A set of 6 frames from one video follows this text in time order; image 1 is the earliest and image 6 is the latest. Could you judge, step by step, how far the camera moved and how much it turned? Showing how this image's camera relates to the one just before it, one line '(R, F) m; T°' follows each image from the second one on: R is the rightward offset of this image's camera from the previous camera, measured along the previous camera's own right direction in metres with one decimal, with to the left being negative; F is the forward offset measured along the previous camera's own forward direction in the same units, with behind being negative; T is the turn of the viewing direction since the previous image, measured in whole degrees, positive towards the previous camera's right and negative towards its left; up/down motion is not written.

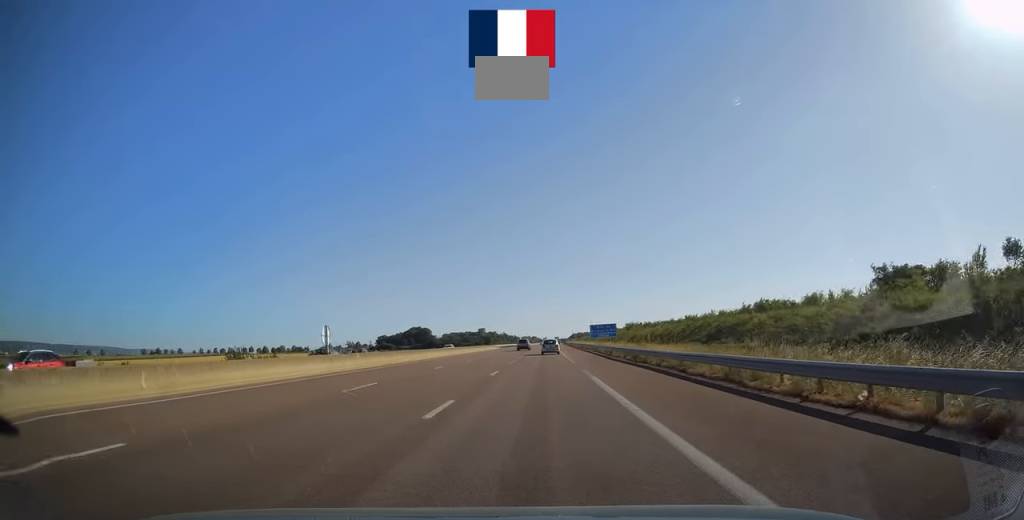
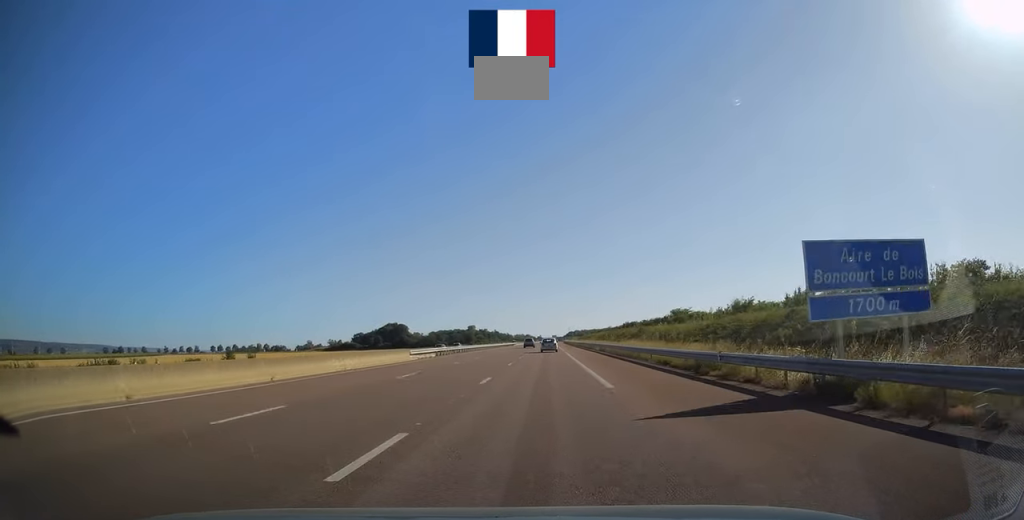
(+0.4, +72.1) m; 0°
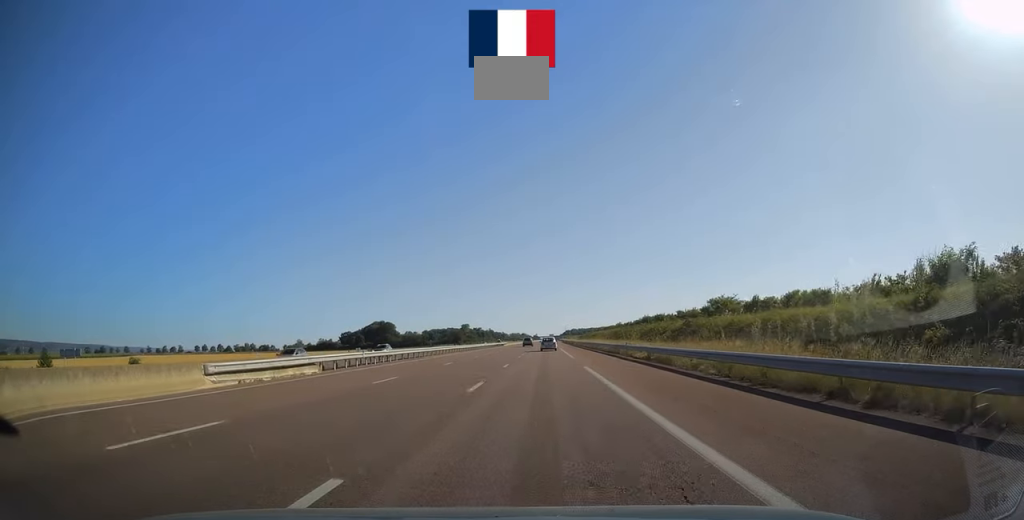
(0.0, +29.2) m; 0°
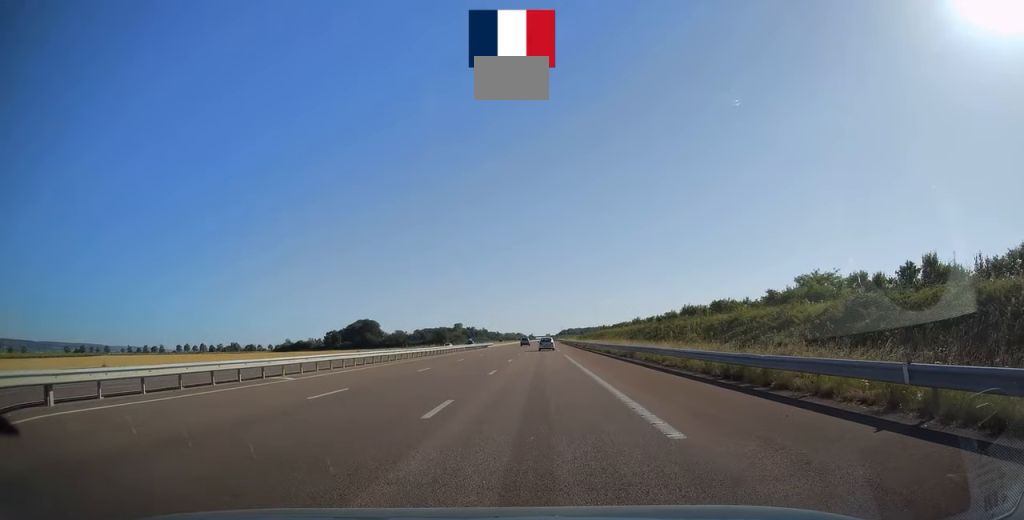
(+0.1, +31.8) m; 0°
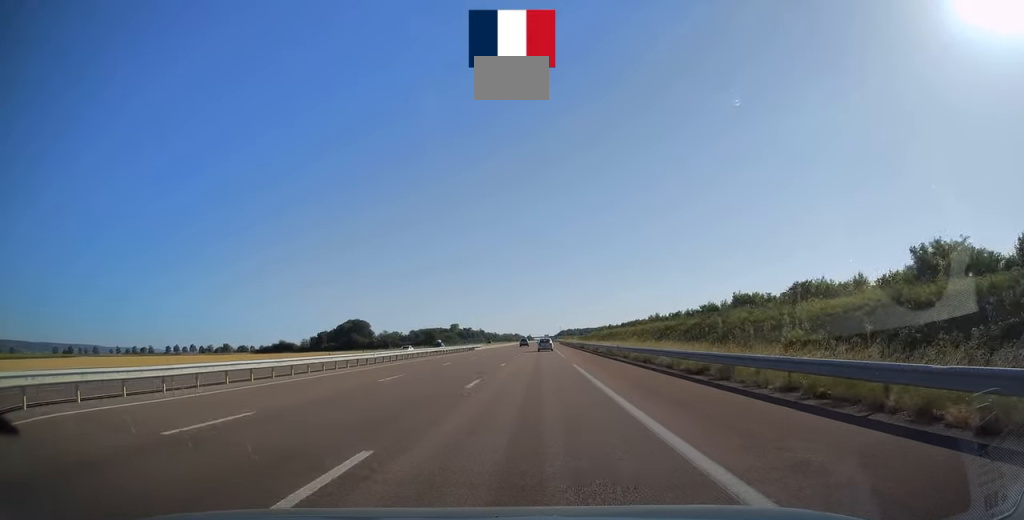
(0.0, +19.1) m; 0°
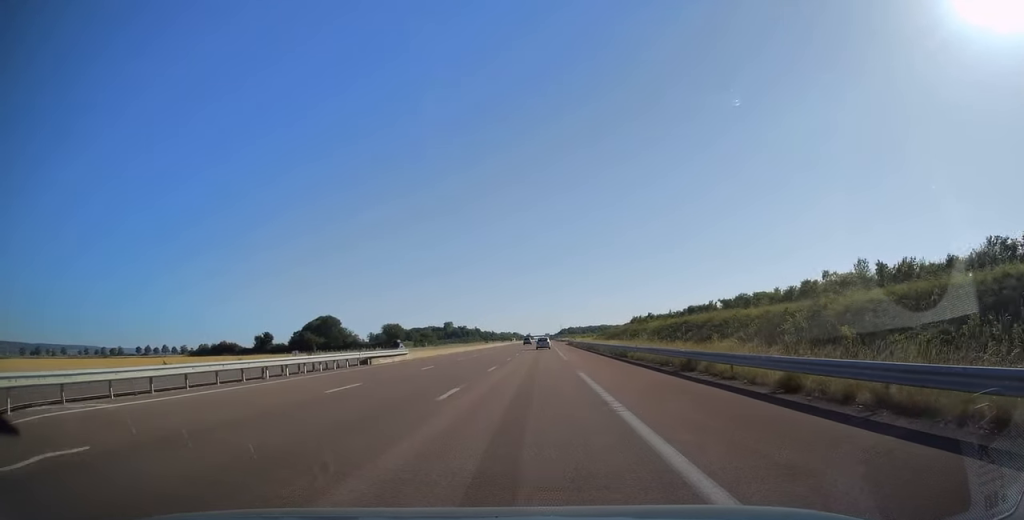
(+0.4, +56.7) m; 0°
